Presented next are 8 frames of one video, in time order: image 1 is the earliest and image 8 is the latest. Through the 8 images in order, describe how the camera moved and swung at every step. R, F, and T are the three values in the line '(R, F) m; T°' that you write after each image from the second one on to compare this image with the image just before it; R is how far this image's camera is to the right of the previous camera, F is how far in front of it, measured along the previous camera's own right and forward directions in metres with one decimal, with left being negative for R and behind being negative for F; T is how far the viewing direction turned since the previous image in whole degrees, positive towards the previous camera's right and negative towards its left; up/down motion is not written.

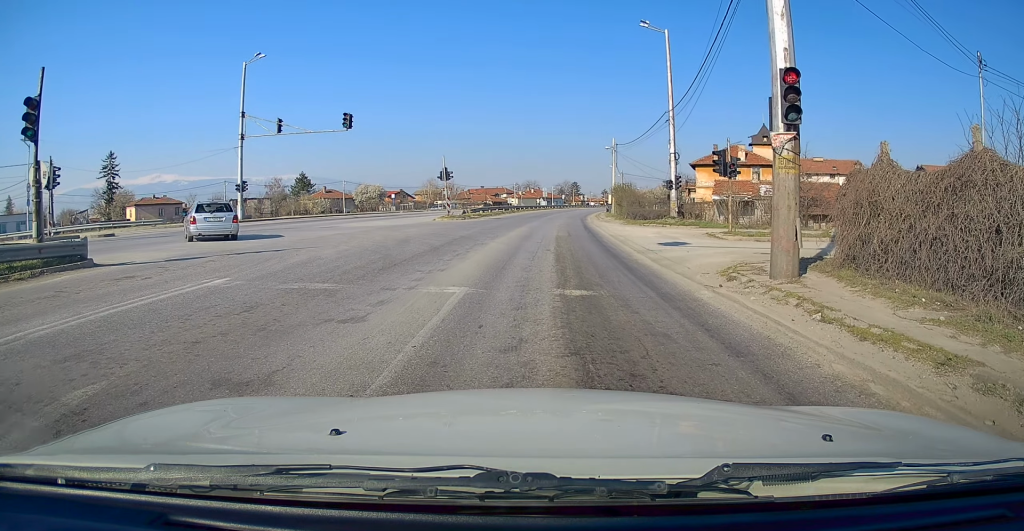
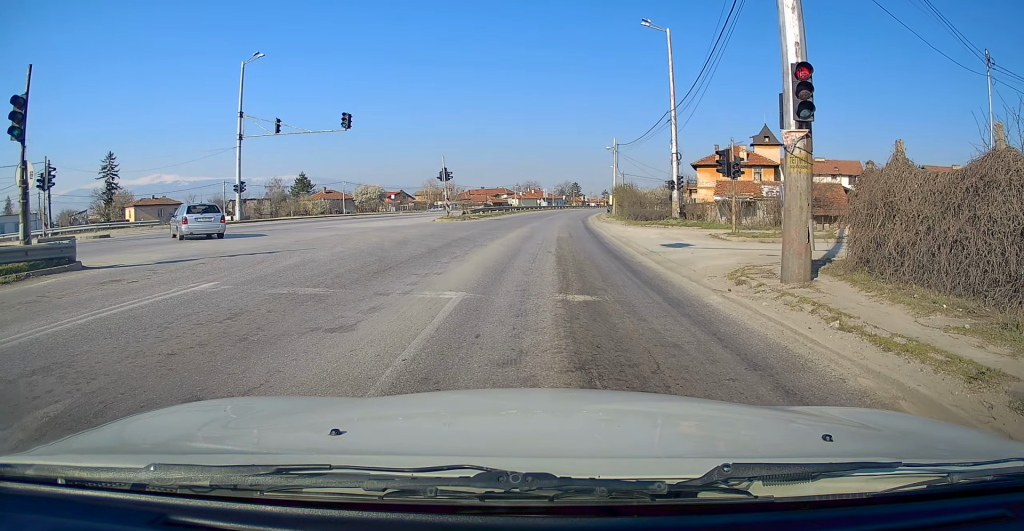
(-0.2, +0.3) m; 0°
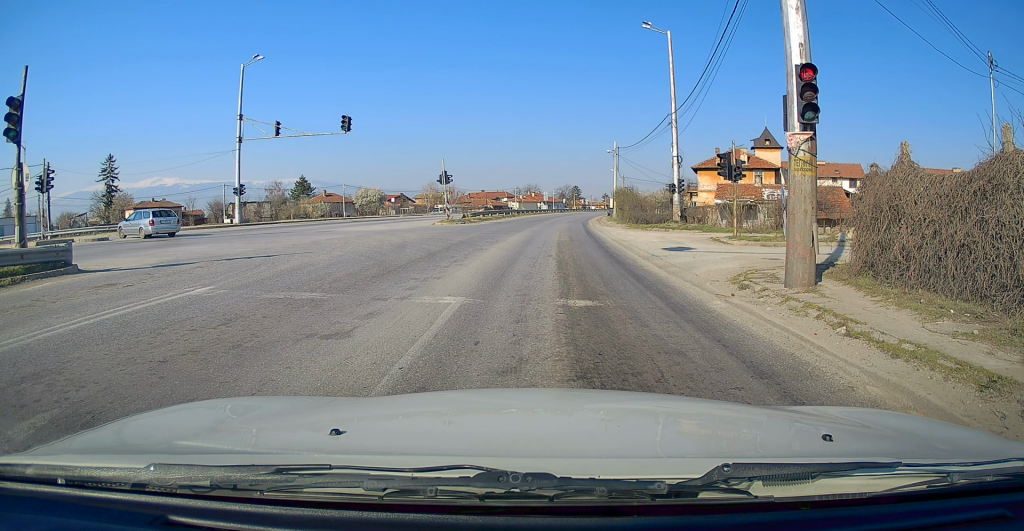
(-0.2, +0.1) m; 0°
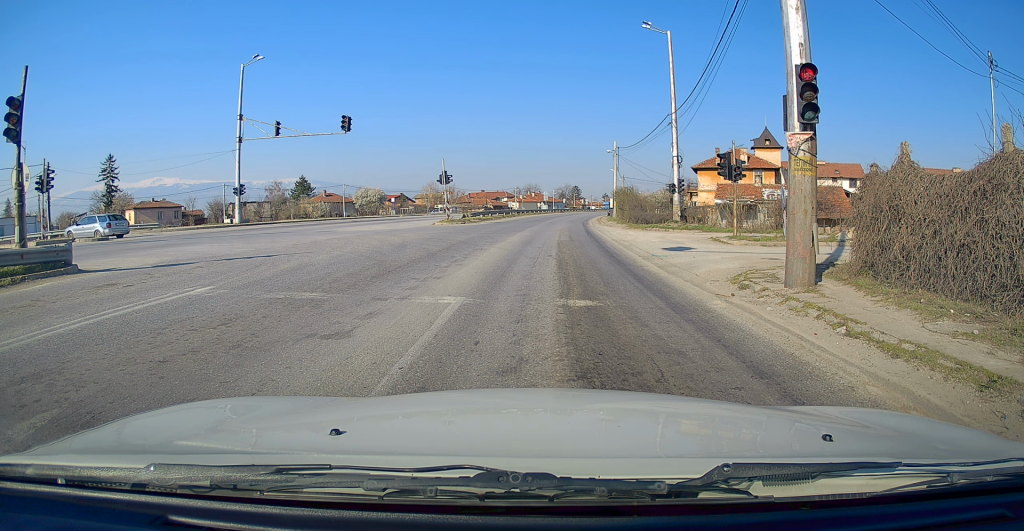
(0.0, 0.0) m; 0°
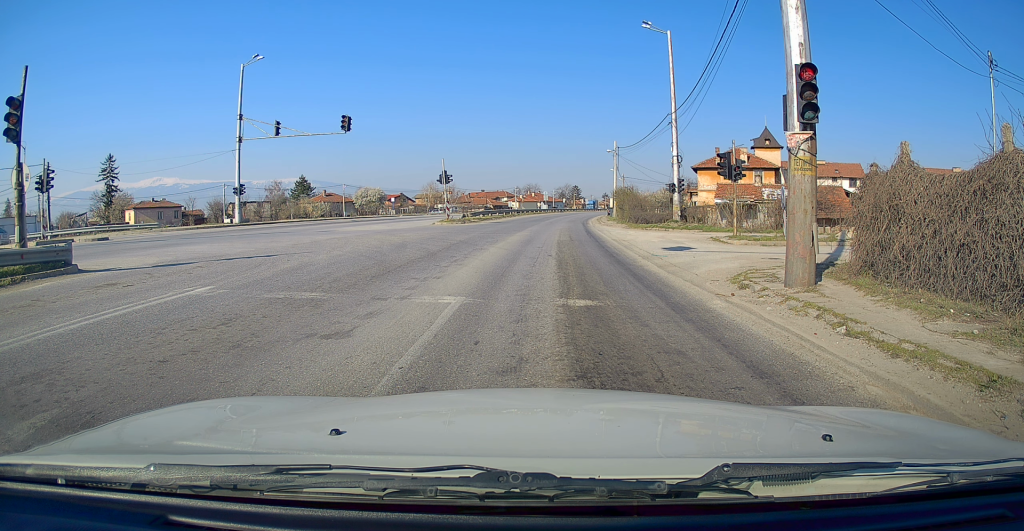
(0.0, 0.0) m; 0°
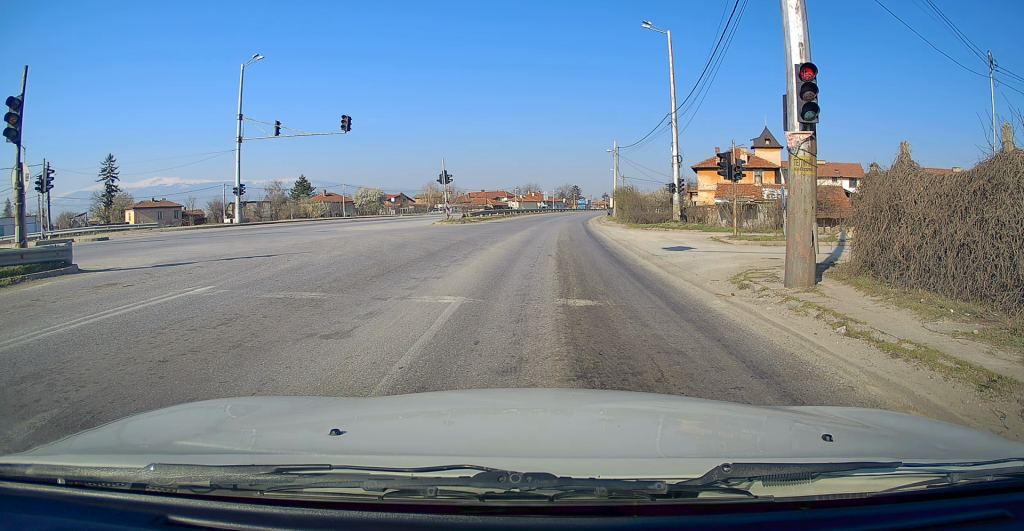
(0.0, 0.0) m; 0°
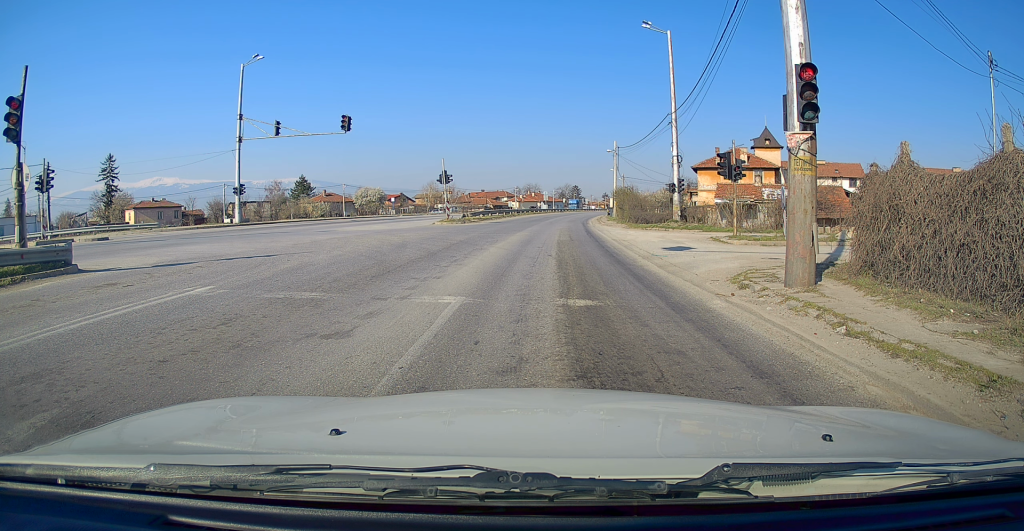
(0.0, 0.0) m; 0°
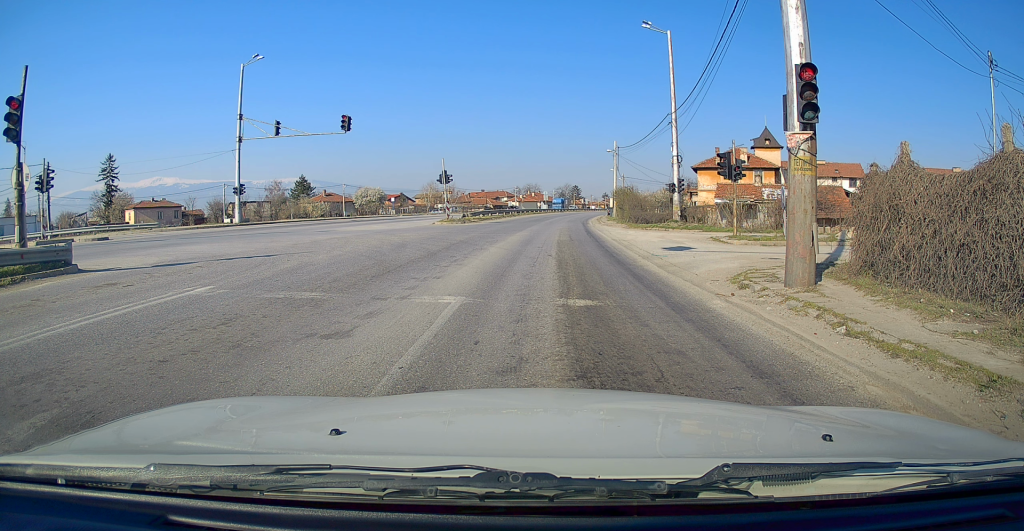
(0.0, 0.0) m; 0°
